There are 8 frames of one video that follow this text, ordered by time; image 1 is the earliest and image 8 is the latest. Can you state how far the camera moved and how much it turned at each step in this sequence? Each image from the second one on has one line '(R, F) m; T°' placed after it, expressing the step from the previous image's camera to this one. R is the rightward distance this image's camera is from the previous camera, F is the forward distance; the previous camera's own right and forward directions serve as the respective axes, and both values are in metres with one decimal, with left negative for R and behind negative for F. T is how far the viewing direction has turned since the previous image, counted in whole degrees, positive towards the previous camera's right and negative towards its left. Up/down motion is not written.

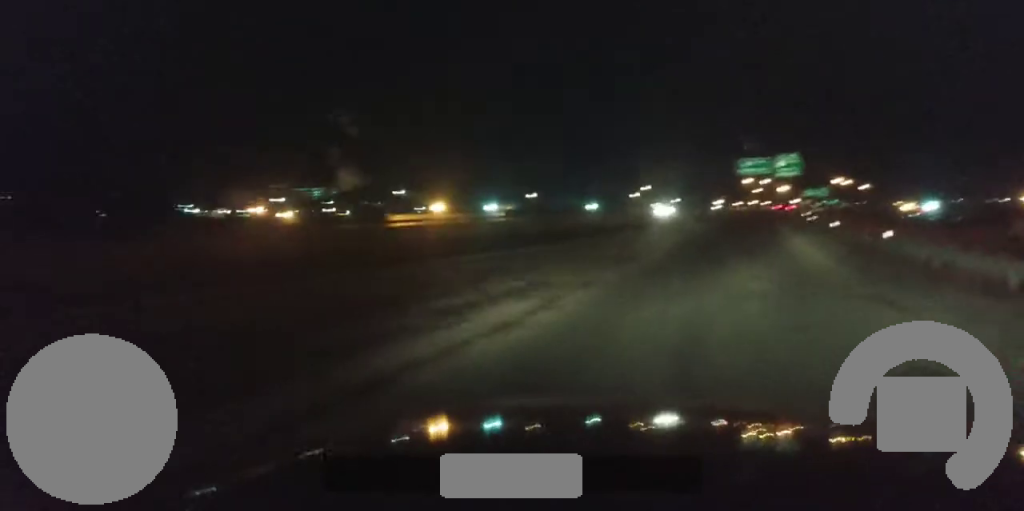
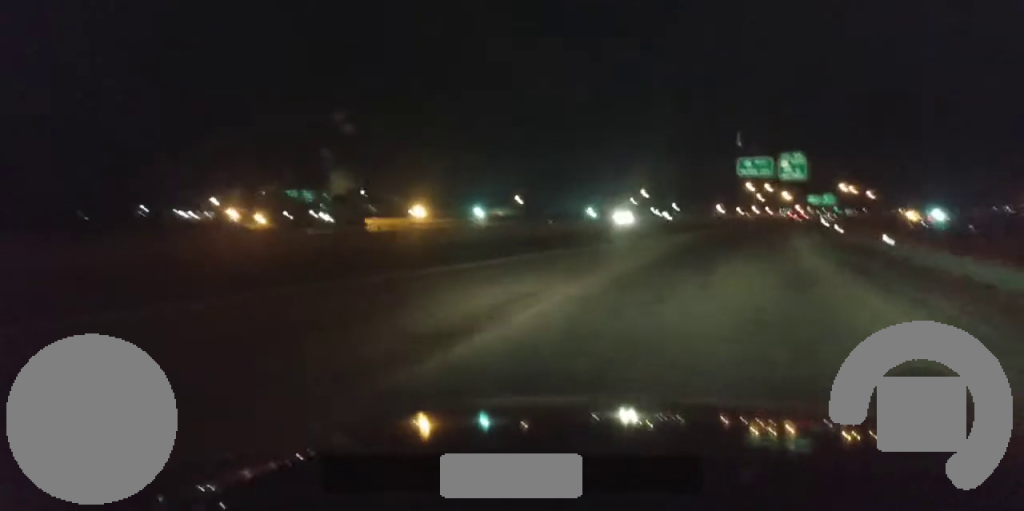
(+0.1, +16.0) m; 0°
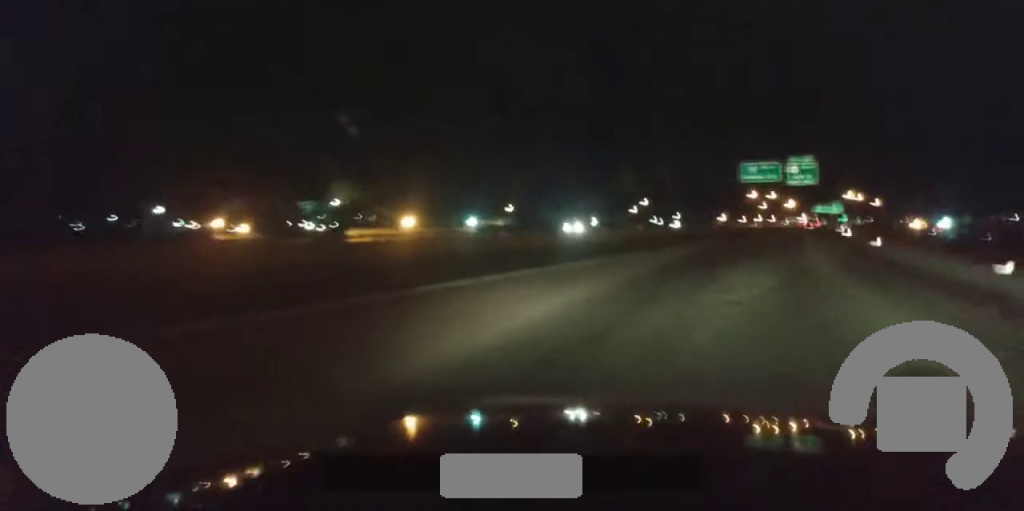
(0.0, +12.2) m; 0°
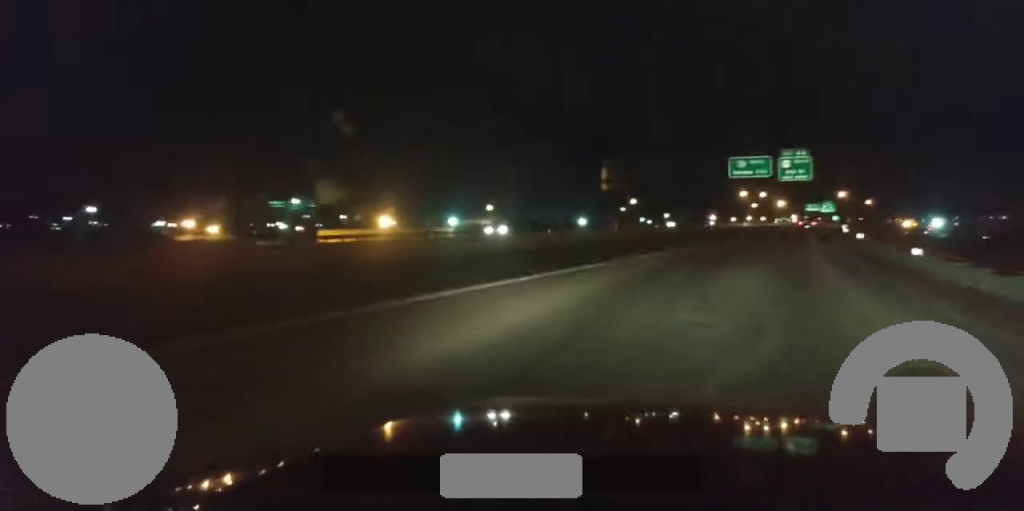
(-0.1, +8.9) m; 0°
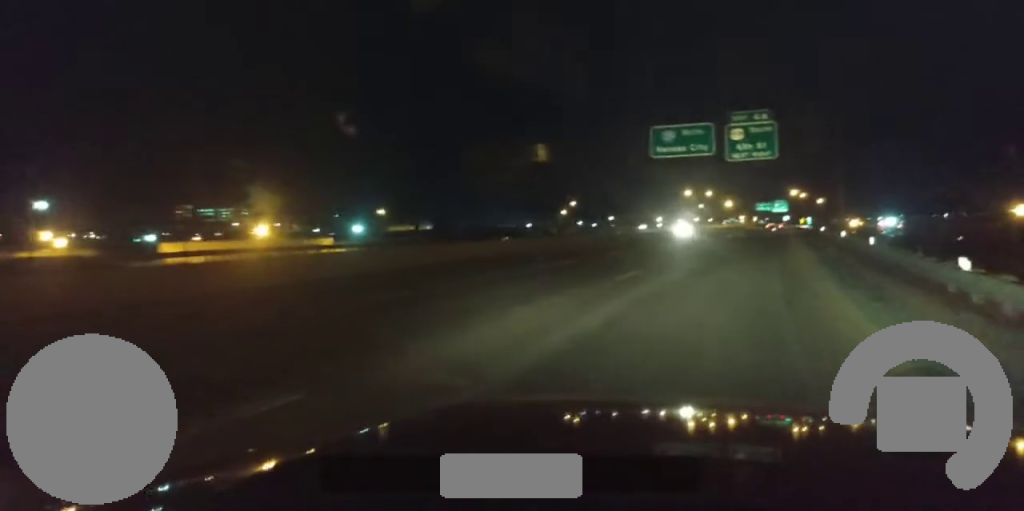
(+1.1, +39.3) m; +5°
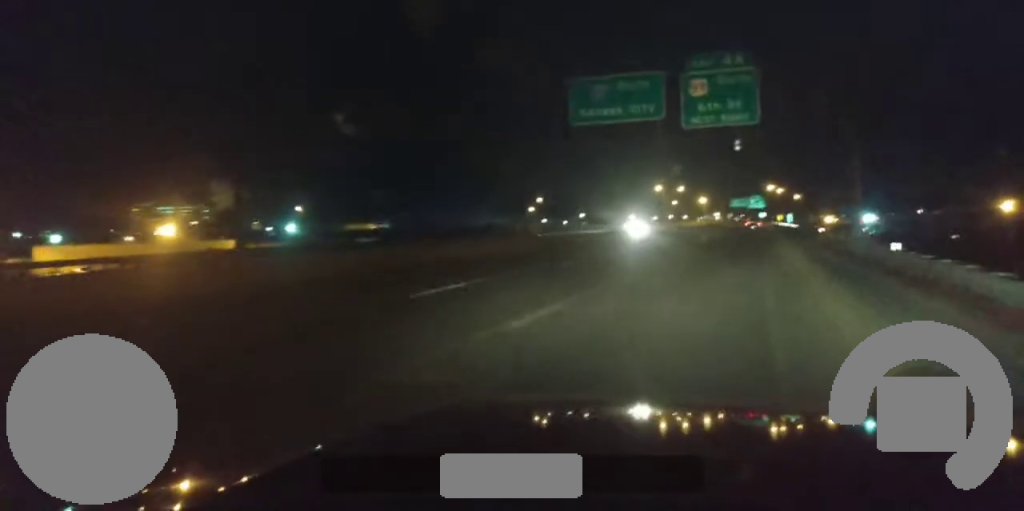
(+1.0, +22.9) m; +3°
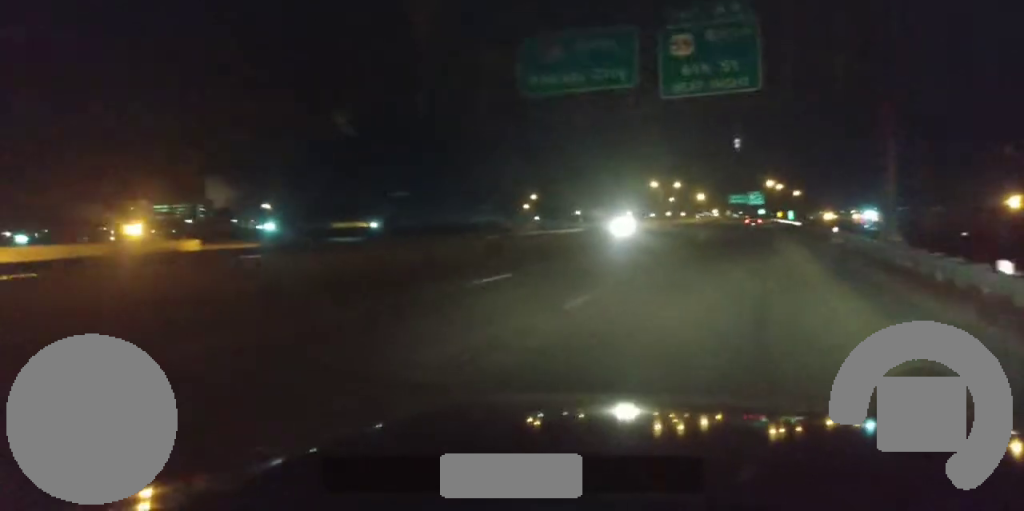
(+0.2, +10.1) m; 0°
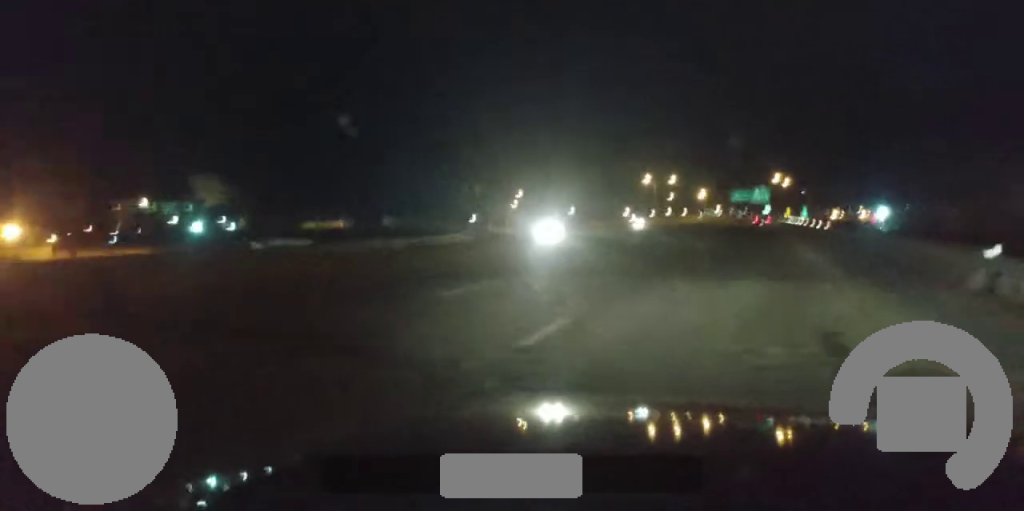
(-0.9, +29.1) m; -2°
